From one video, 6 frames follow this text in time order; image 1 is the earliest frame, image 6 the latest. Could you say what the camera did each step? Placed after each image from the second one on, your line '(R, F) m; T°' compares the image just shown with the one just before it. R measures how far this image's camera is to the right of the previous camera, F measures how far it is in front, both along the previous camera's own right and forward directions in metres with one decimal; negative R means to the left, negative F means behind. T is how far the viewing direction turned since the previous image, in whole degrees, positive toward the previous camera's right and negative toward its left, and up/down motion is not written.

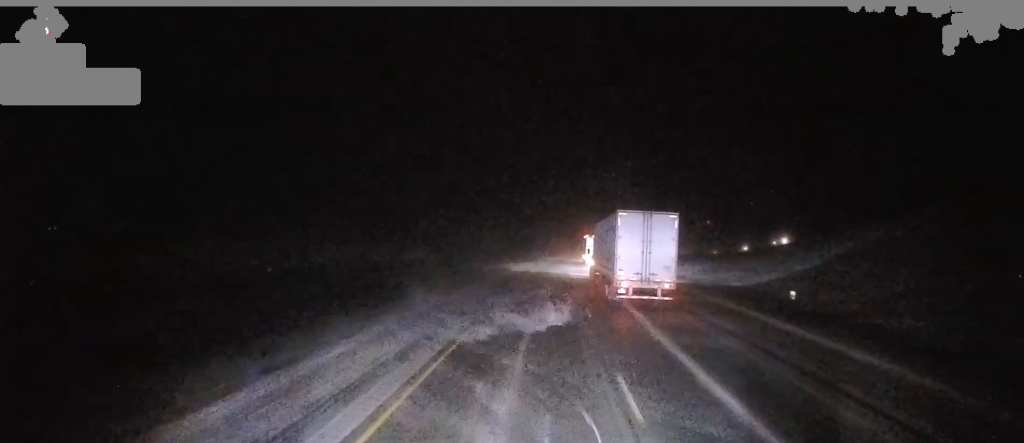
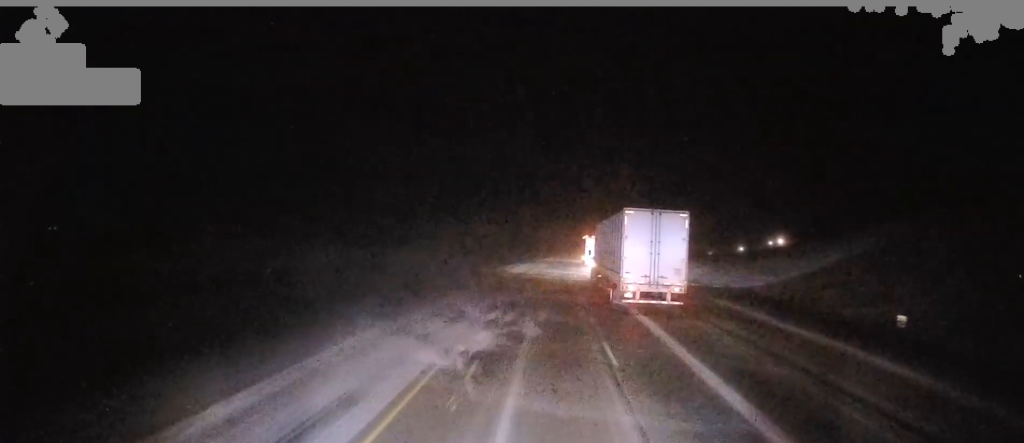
(0.0, +8.2) m; 0°
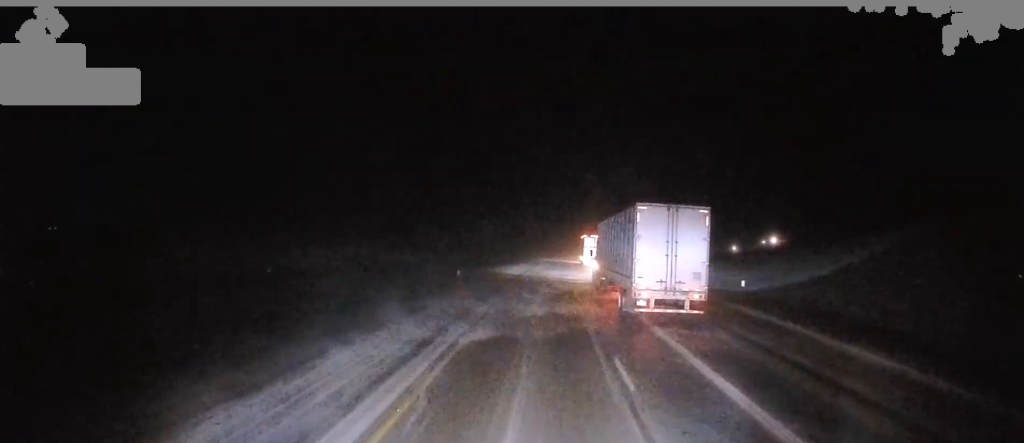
(0.0, +14.6) m; 0°
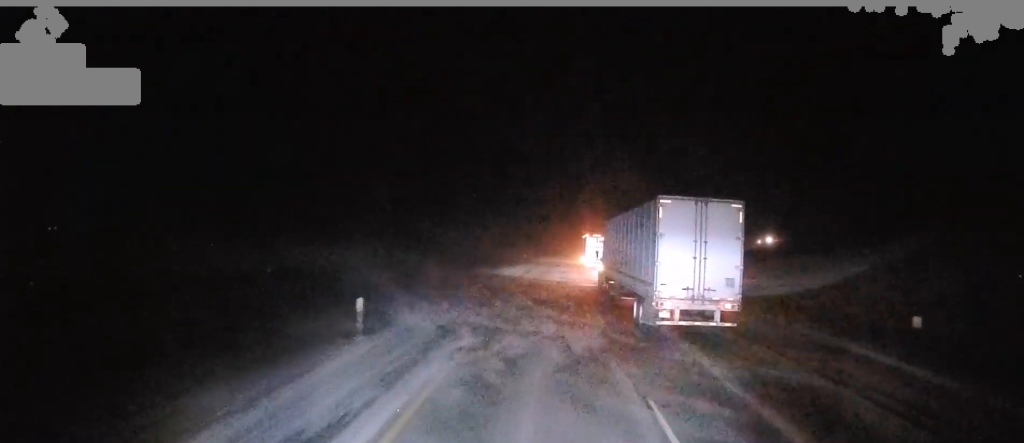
(0.0, +15.6) m; 0°
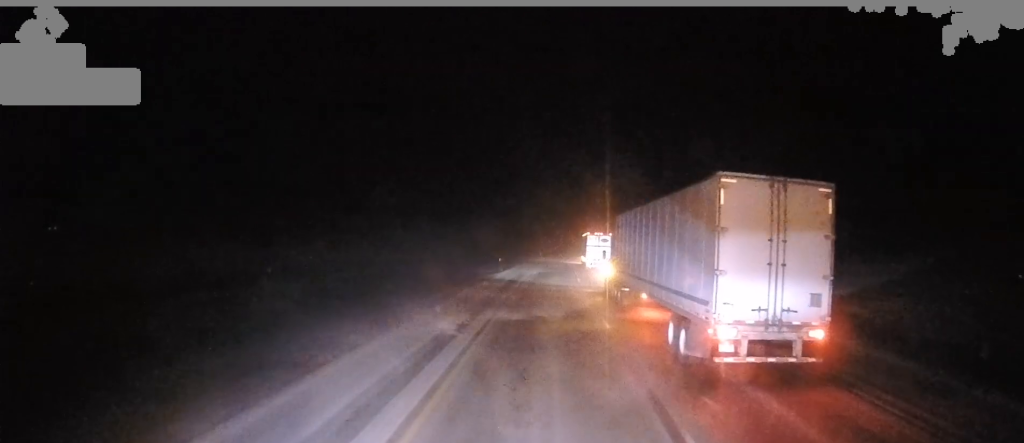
(+0.5, +27.4) m; +3°
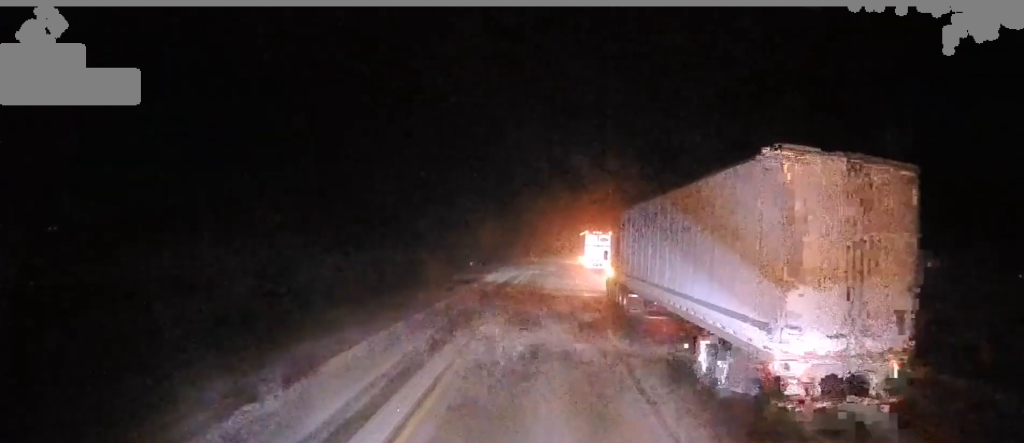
(+0.2, +12.7) m; +1°
